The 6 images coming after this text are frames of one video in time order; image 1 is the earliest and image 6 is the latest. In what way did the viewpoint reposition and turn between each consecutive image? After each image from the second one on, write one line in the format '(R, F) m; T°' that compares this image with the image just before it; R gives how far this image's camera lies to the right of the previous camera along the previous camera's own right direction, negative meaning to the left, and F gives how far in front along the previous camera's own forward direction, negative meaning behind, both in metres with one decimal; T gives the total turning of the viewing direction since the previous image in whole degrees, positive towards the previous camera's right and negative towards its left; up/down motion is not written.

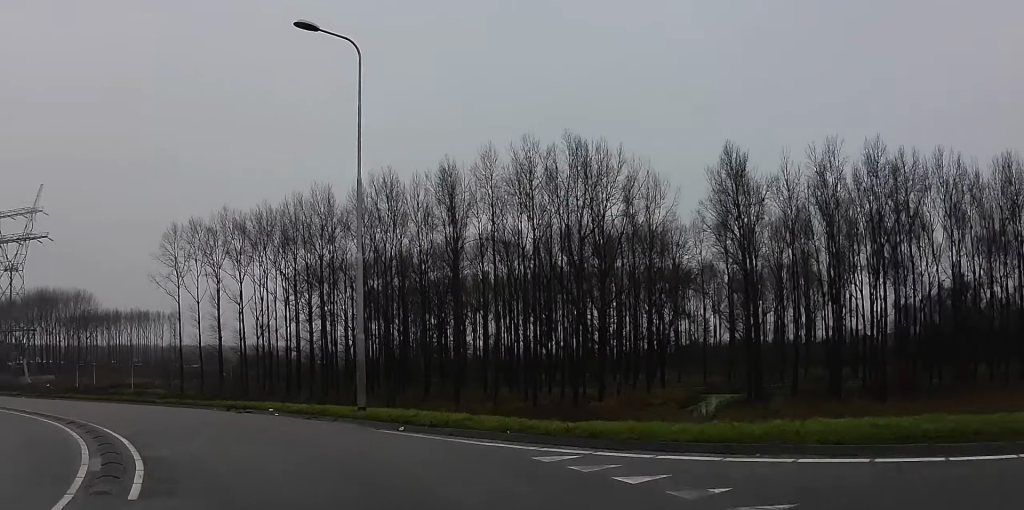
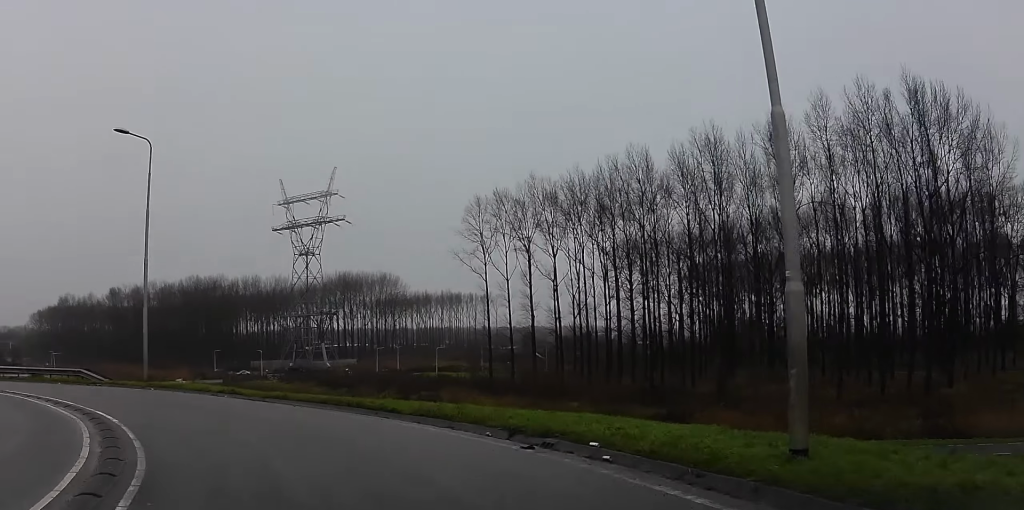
(-2.8, +9.7) m; -32°
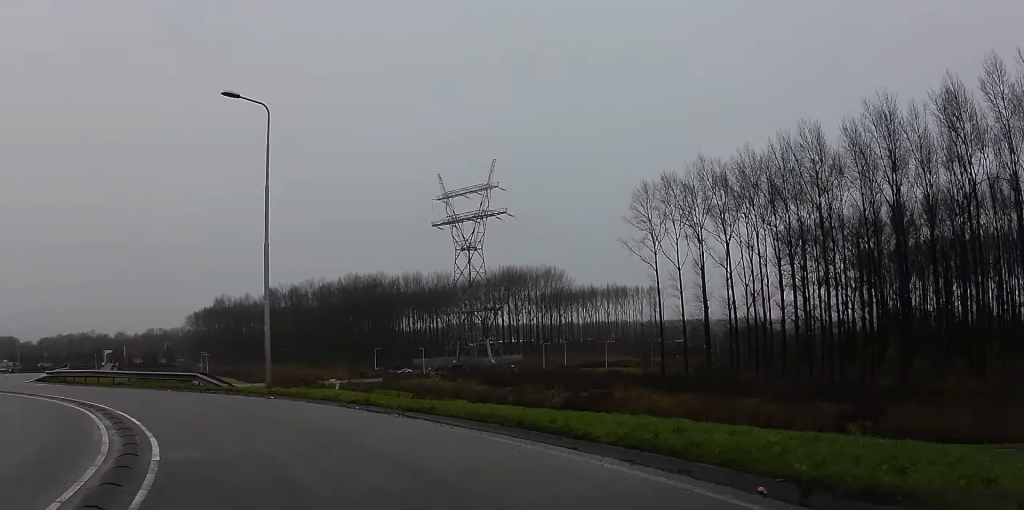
(-0.9, +5.1) m; -8°
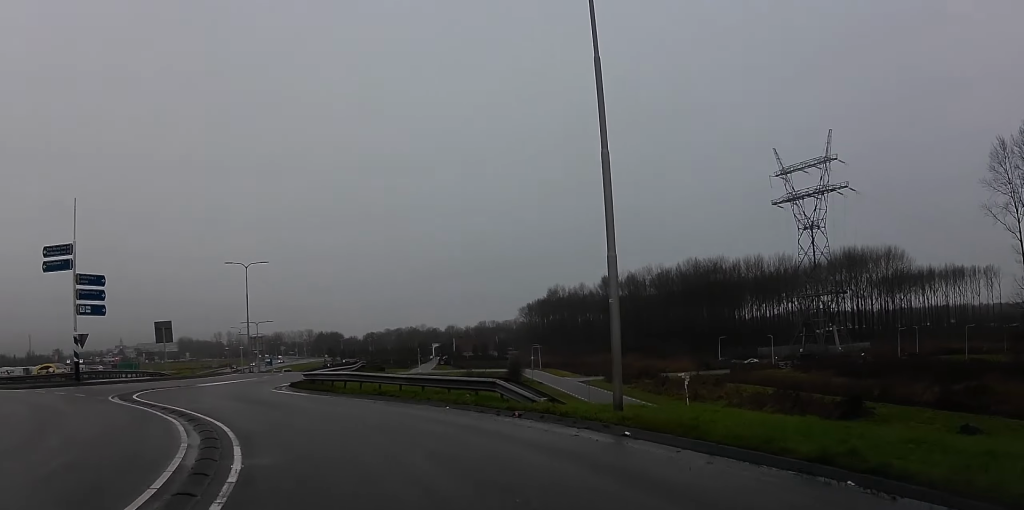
(-1.2, +11.3) m; -18°
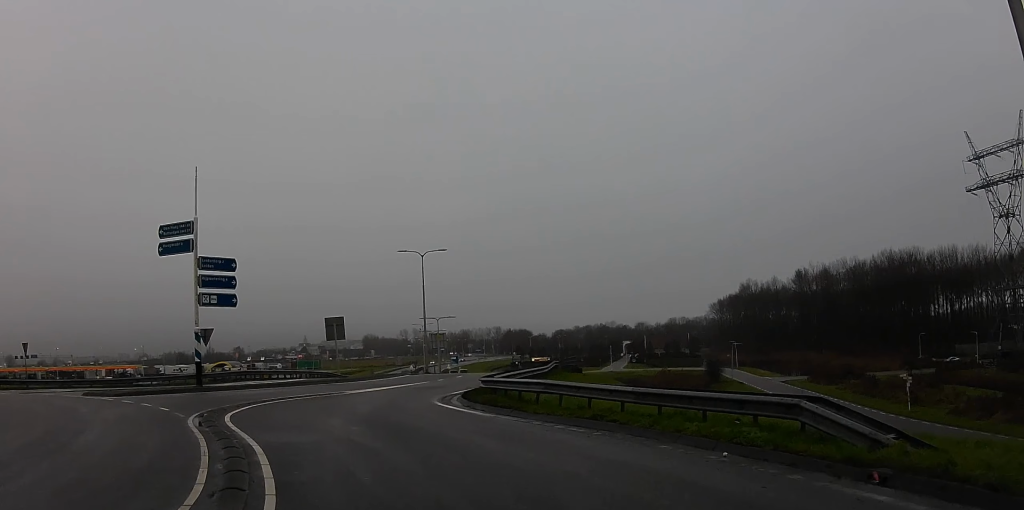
(-1.2, +7.6) m; -14°
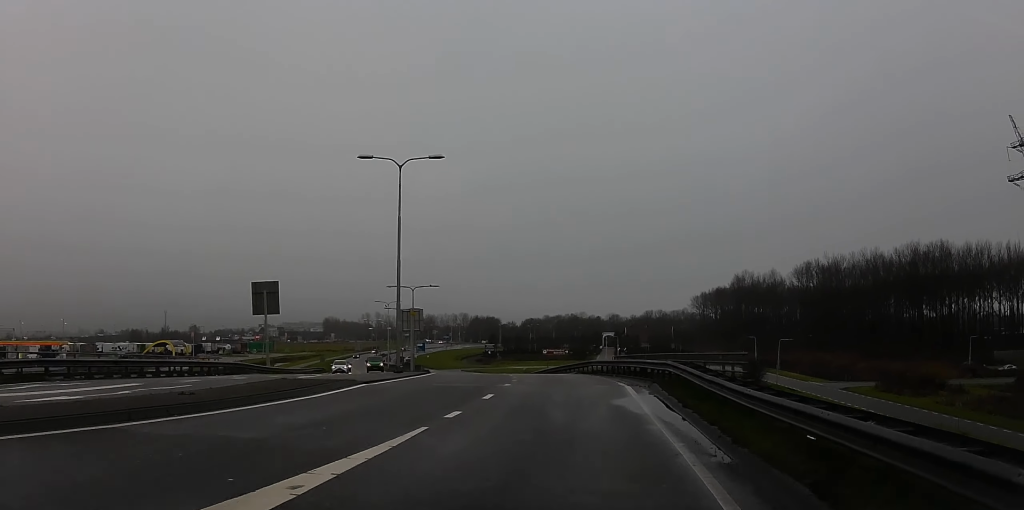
(-3.8, +26.4) m; -4°
